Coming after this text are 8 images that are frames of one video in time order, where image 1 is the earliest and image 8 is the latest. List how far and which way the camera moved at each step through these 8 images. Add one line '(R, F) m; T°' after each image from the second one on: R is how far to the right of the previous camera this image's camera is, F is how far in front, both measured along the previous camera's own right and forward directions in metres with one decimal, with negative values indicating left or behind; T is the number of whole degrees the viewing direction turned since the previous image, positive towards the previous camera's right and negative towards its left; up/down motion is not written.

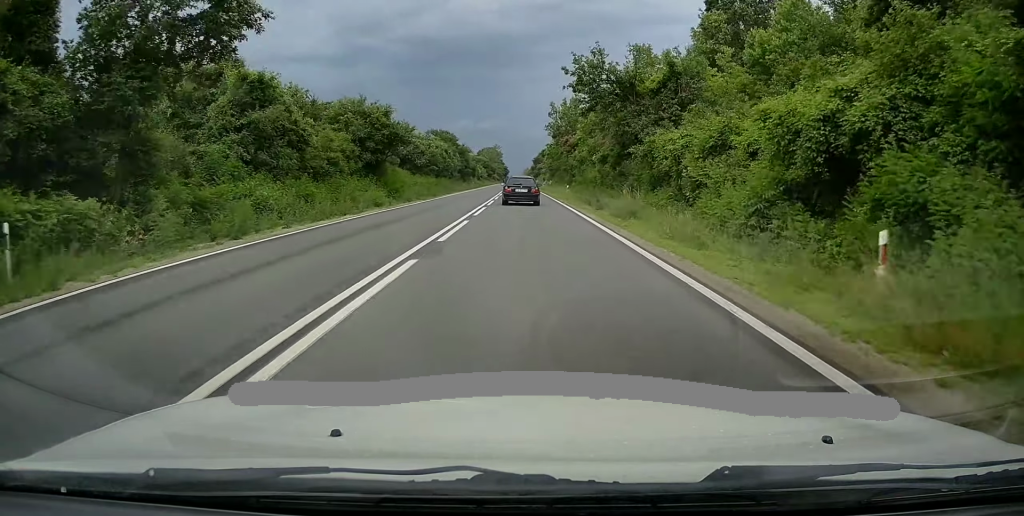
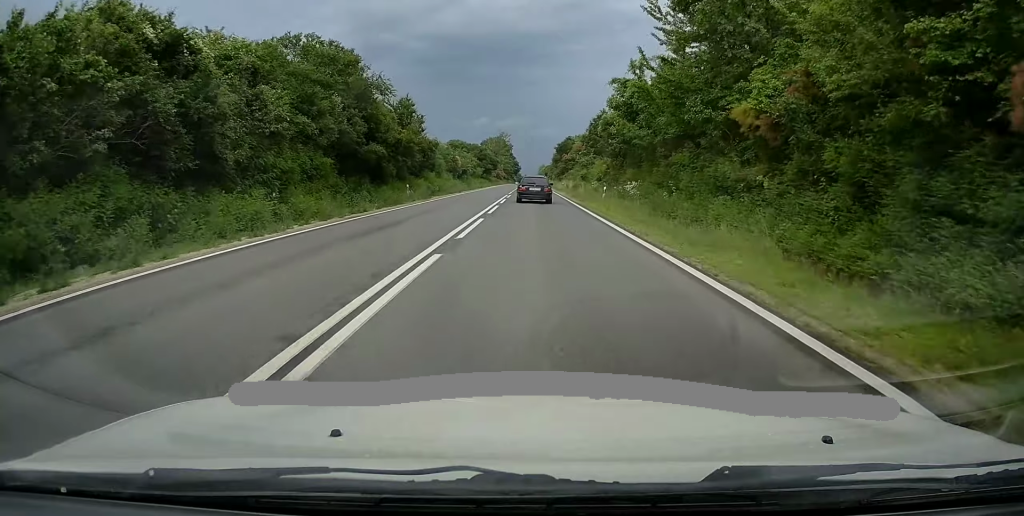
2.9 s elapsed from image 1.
(-0.4, +71.2) m; -1°
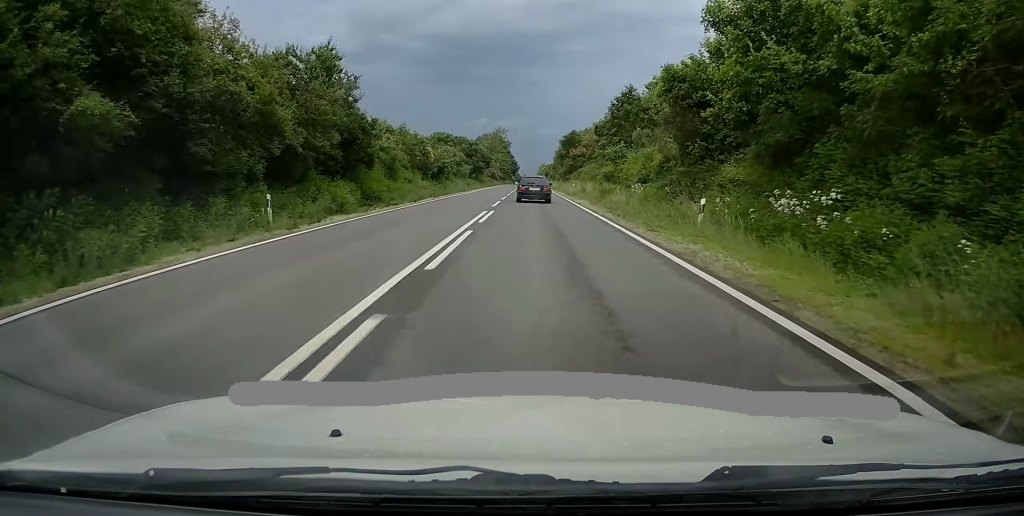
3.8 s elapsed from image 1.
(-0.3, +22.2) m; -1°
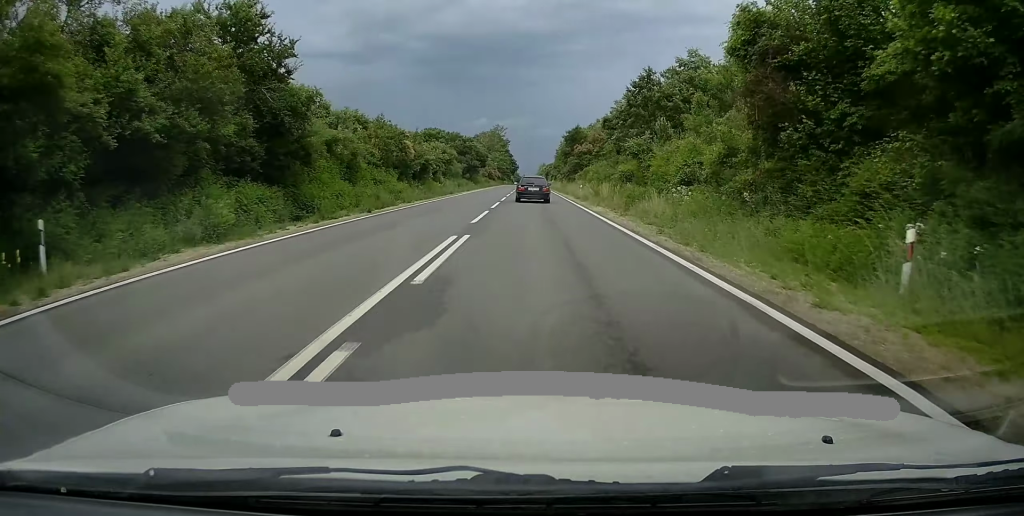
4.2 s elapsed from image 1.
(0.0, +9.9) m; 0°
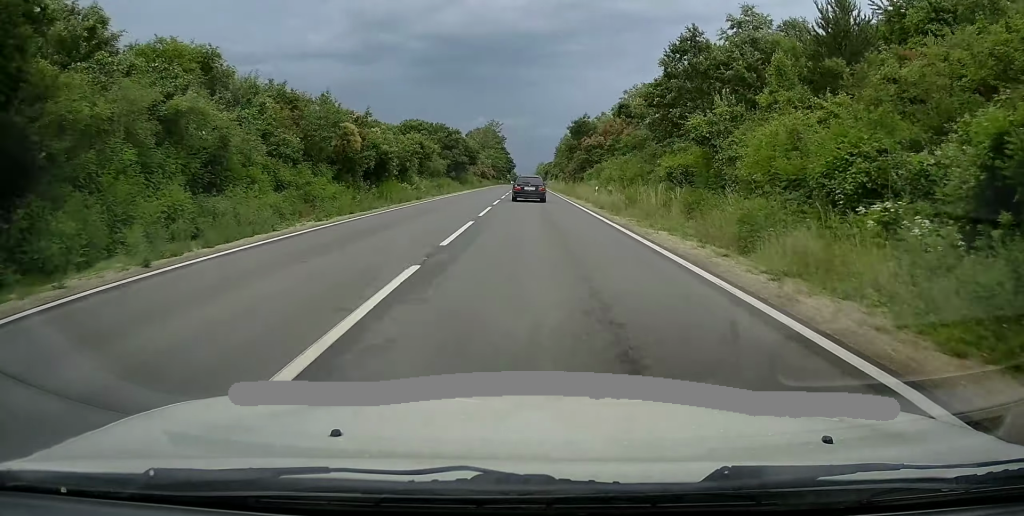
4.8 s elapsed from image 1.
(-0.1, +14.8) m; +1°
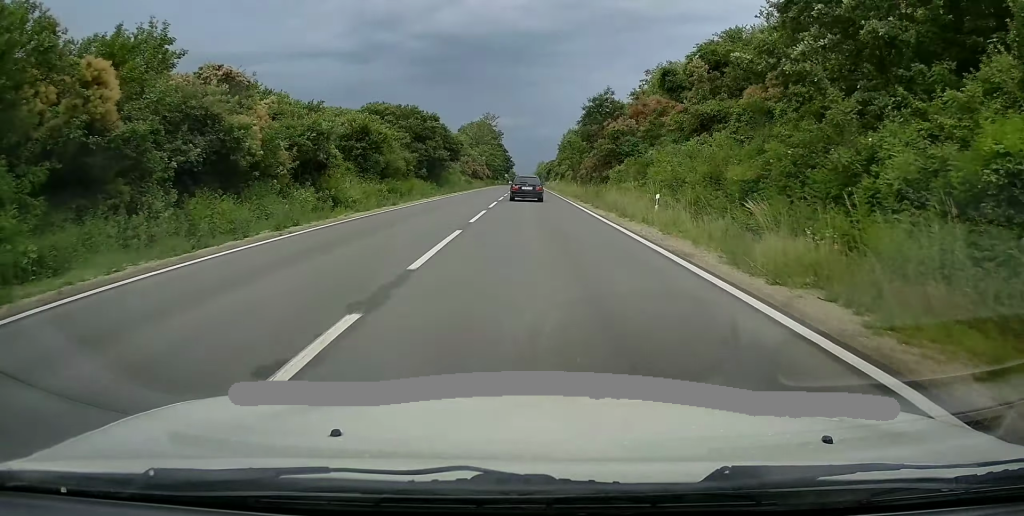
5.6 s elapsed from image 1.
(+0.4, +20.7) m; +1°
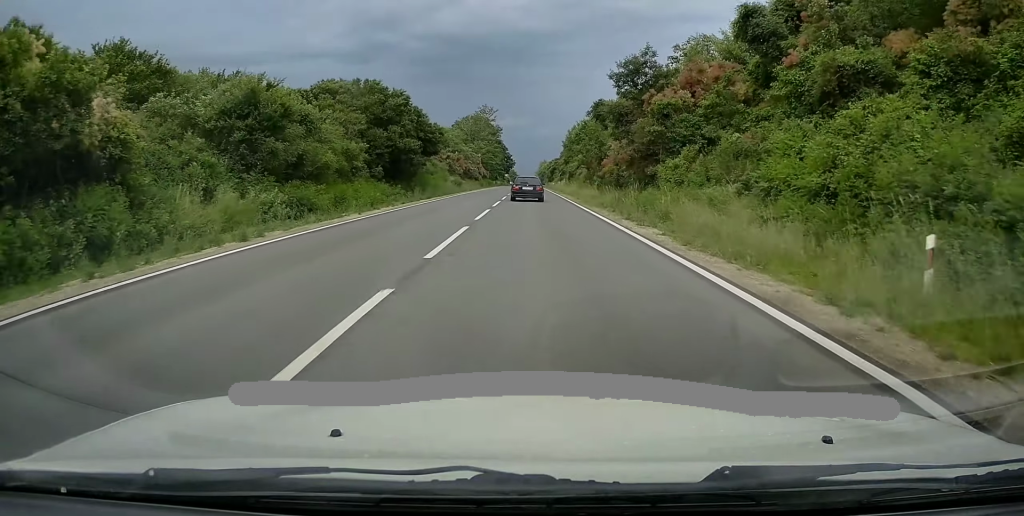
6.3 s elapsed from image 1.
(0.0, +16.6) m; -1°
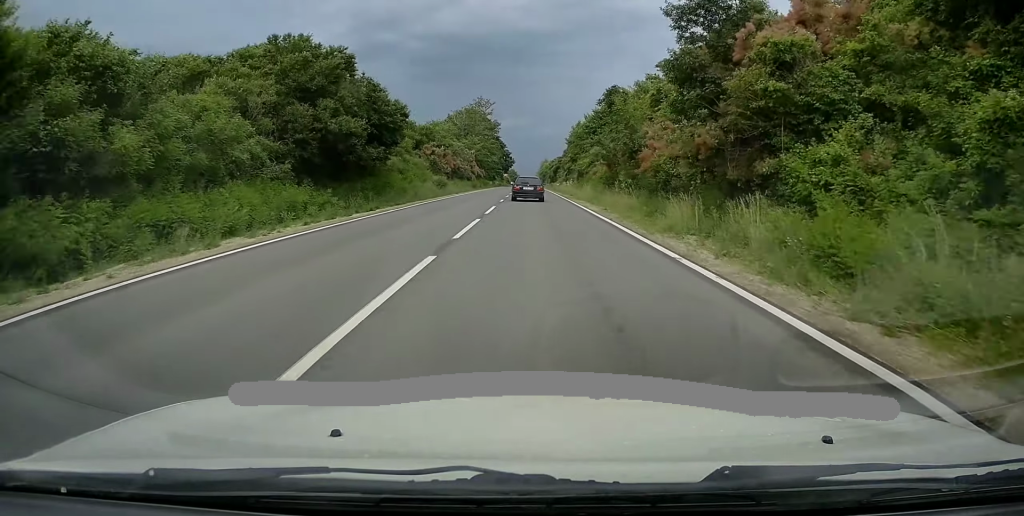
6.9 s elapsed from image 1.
(0.0, +15.0) m; 0°
